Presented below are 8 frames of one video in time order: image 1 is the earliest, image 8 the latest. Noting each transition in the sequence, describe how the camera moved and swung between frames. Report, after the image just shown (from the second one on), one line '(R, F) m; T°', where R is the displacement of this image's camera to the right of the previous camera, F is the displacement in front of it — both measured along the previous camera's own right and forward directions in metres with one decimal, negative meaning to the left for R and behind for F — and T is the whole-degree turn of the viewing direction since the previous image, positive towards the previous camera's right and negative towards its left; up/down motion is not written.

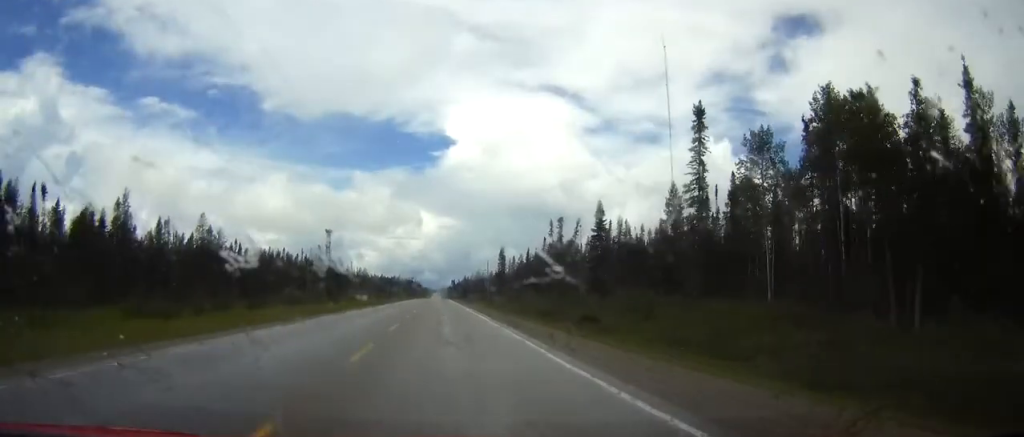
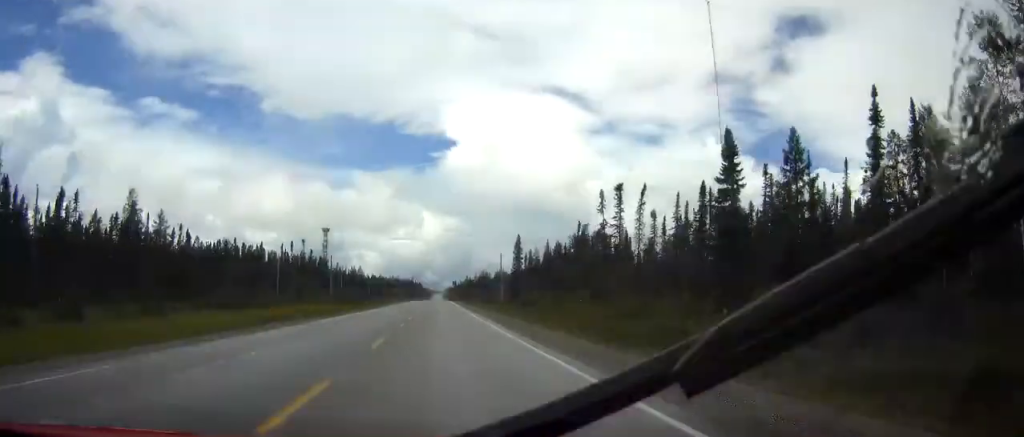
(0.0, +33.0) m; 0°
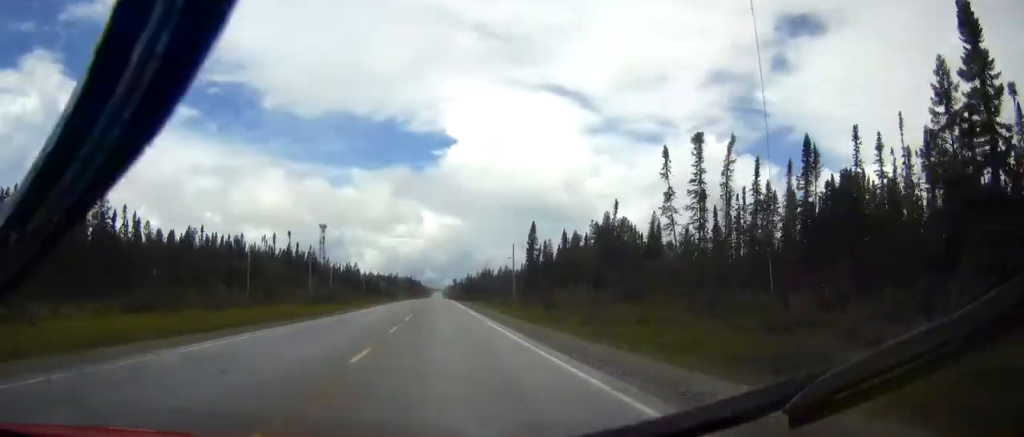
(-0.1, +22.1) m; 0°
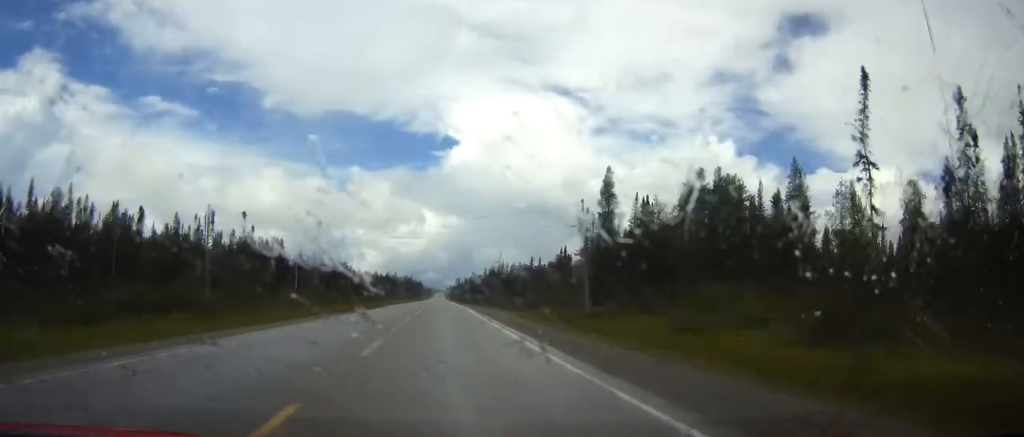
(0.0, +52.4) m; 0°
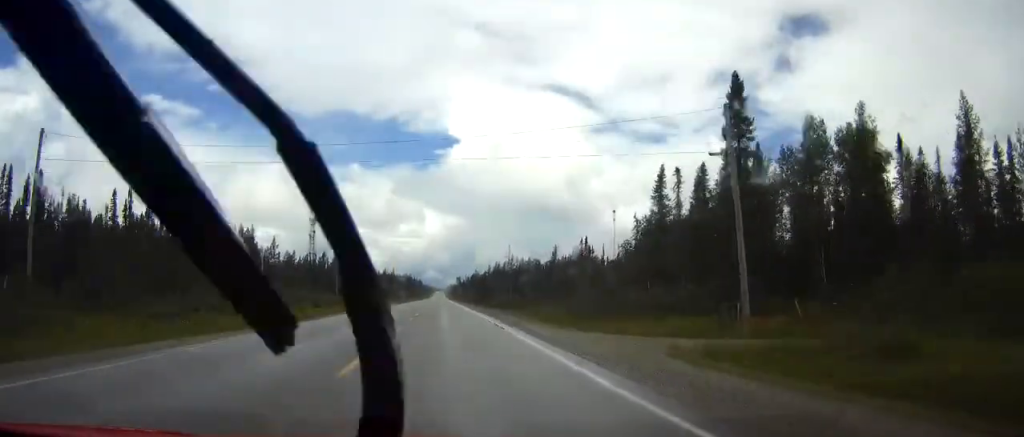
(+0.1, +30.4) m; 0°
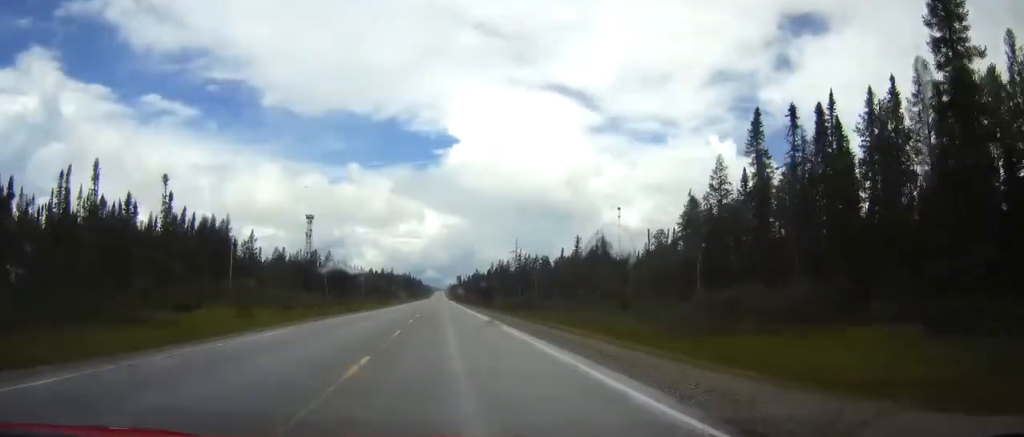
(-0.1, +19.2) m; 0°
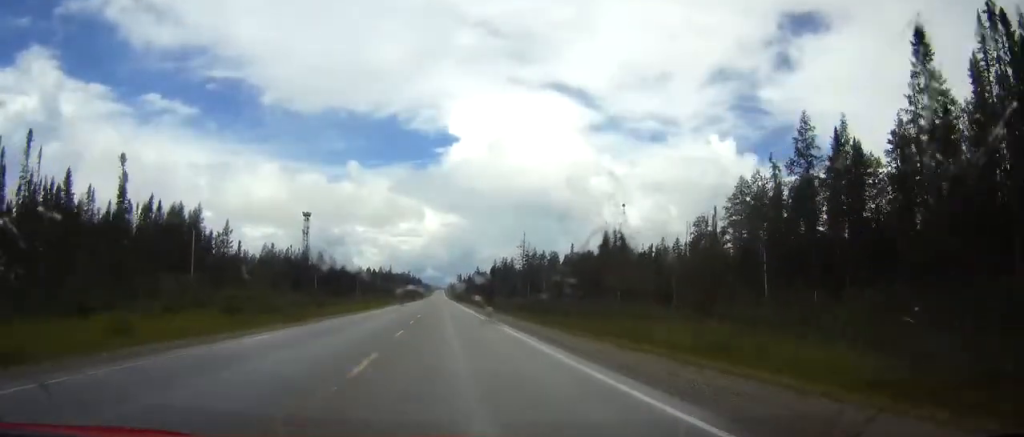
(0.0, +17.2) m; 0°
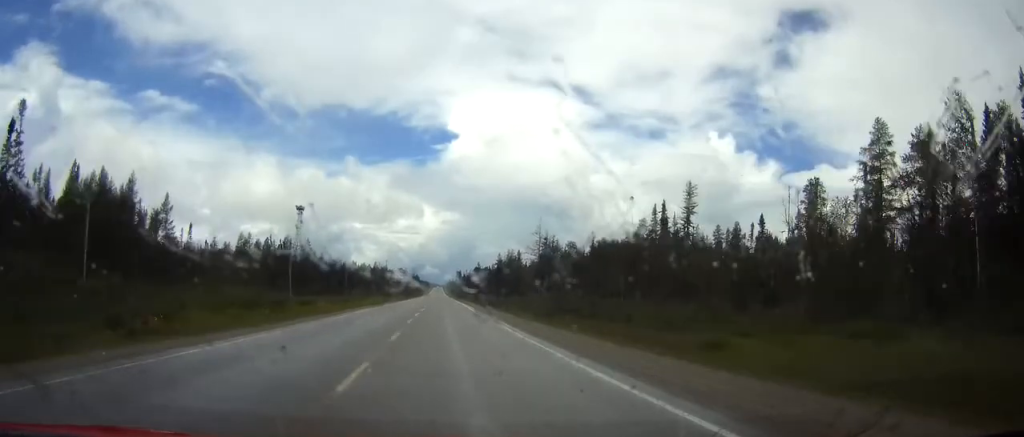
(0.0, +29.3) m; 0°
